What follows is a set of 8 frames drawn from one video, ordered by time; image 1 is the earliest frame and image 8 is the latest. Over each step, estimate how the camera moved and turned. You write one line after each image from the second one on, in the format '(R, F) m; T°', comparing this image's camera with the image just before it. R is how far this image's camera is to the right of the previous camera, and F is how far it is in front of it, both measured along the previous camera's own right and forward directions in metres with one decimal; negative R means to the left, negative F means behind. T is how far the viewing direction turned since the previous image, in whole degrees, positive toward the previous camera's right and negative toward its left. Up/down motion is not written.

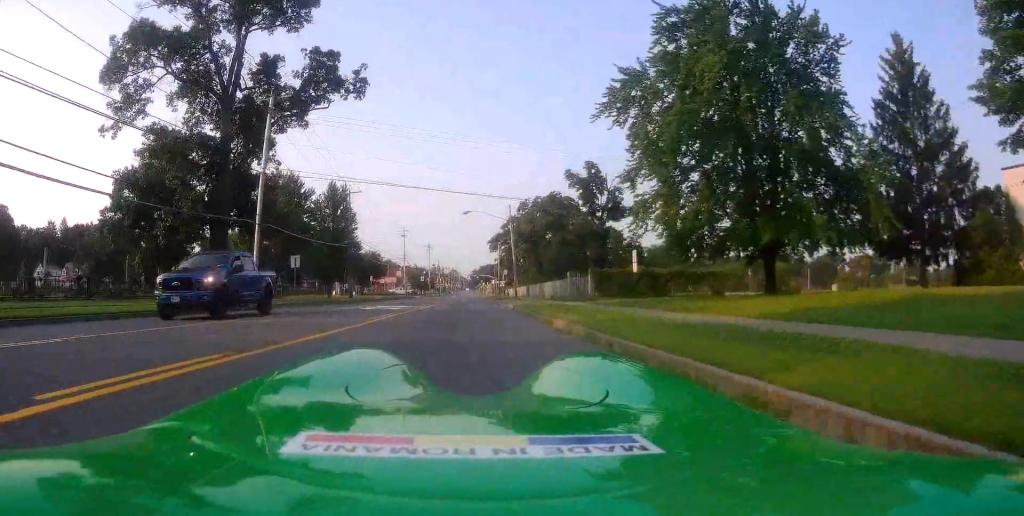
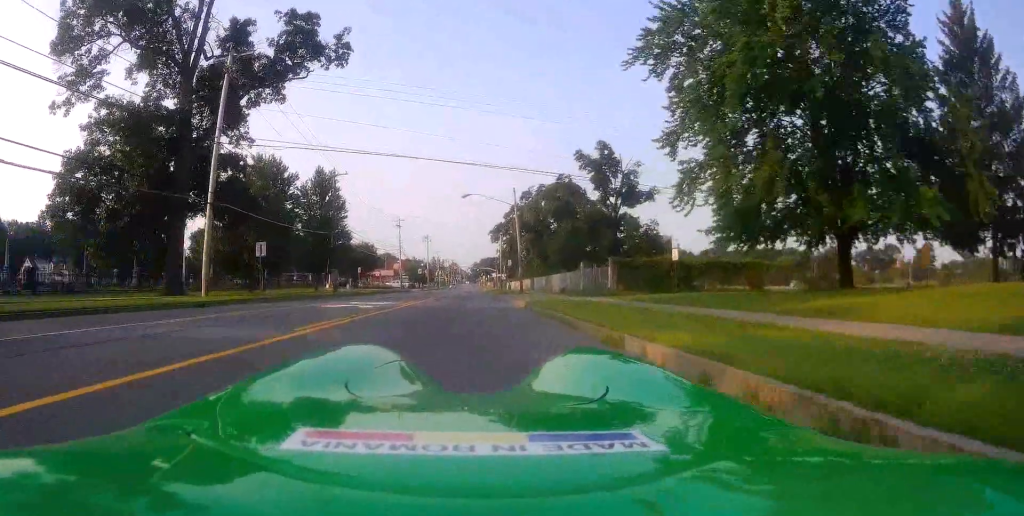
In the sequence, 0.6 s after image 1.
(0.0, +6.2) m; 0°
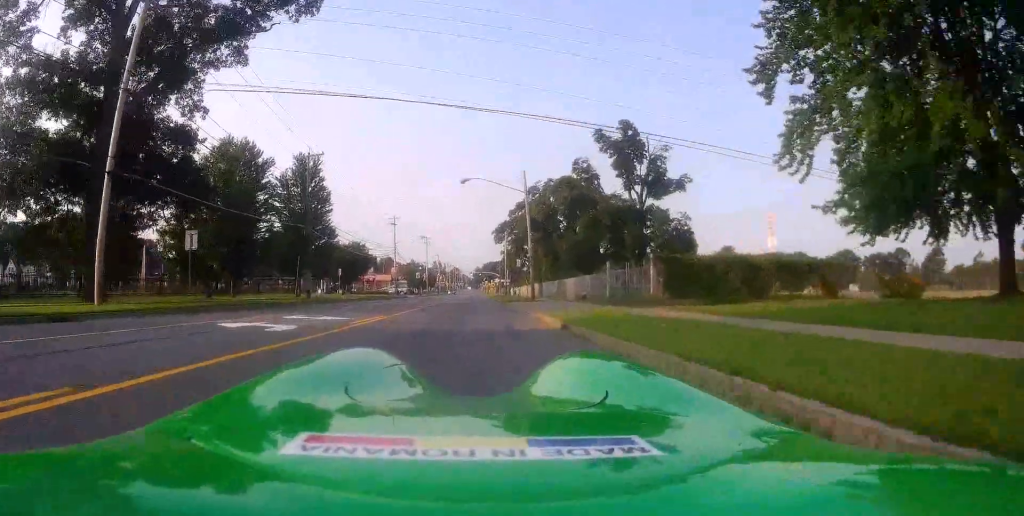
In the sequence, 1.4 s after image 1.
(0.0, +8.5) m; 0°
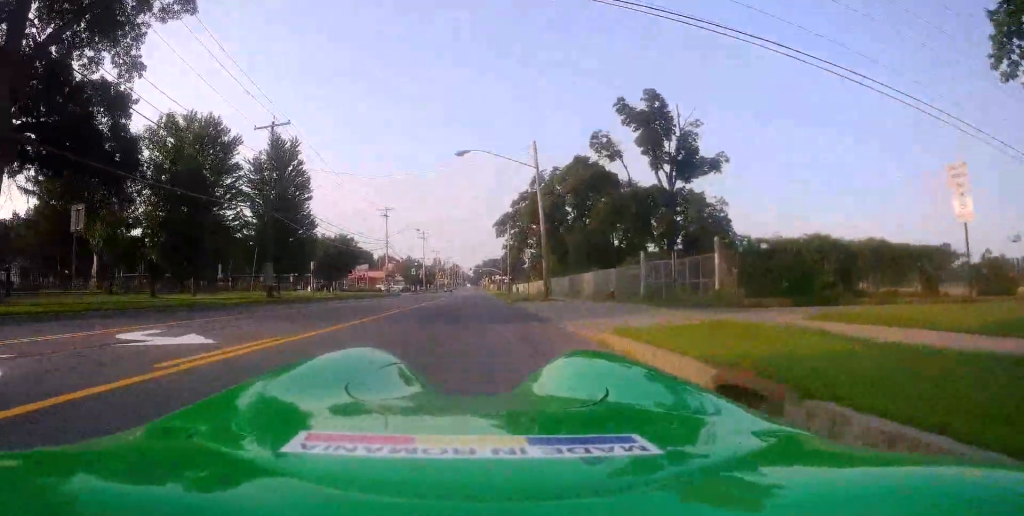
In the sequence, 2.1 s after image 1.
(0.0, +8.0) m; -1°
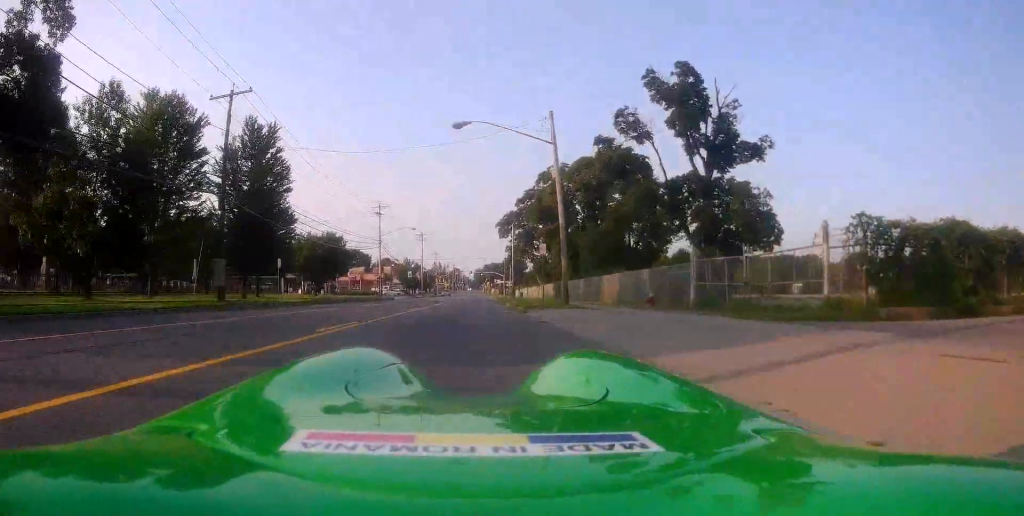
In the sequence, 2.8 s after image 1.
(0.0, +6.7) m; -1°
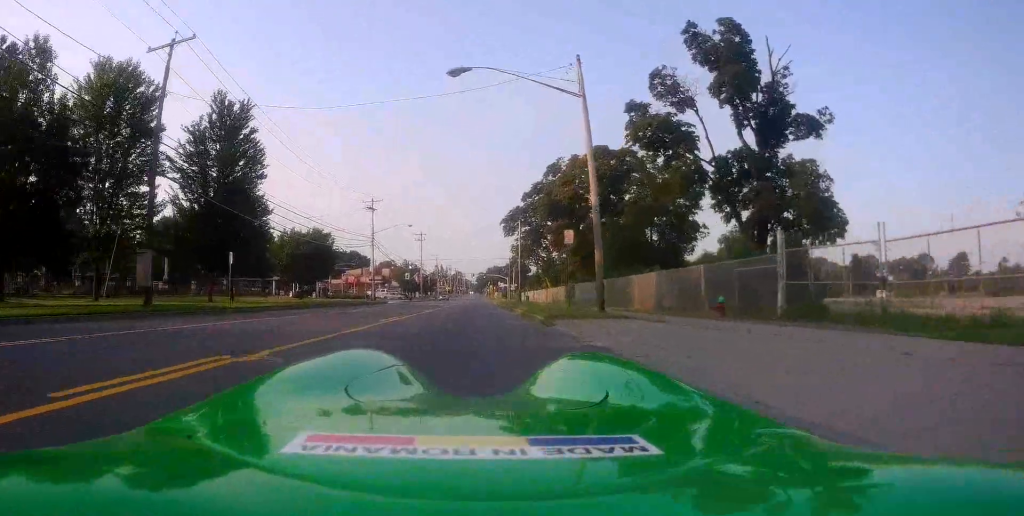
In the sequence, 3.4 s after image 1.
(-0.2, +6.8) m; 0°
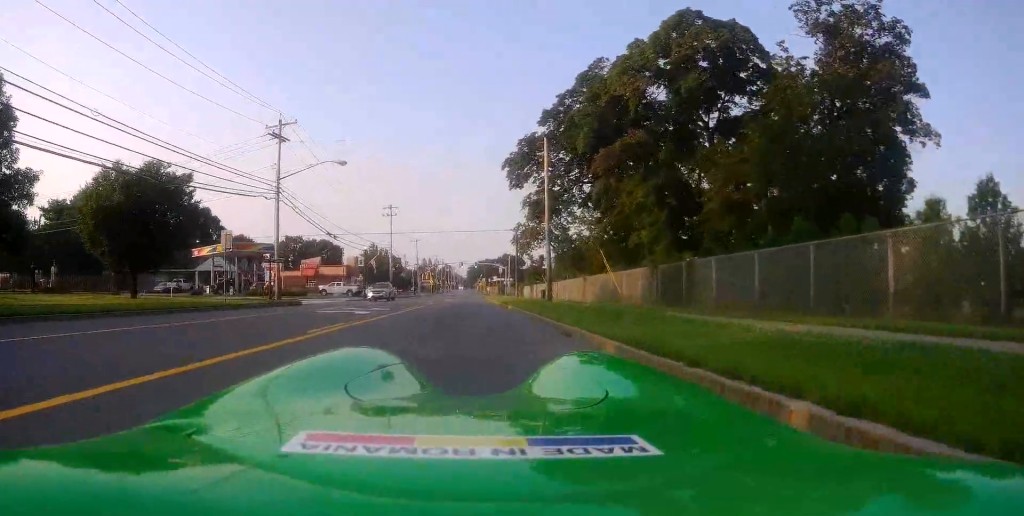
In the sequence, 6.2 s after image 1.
(+1.0, +30.5) m; +1°
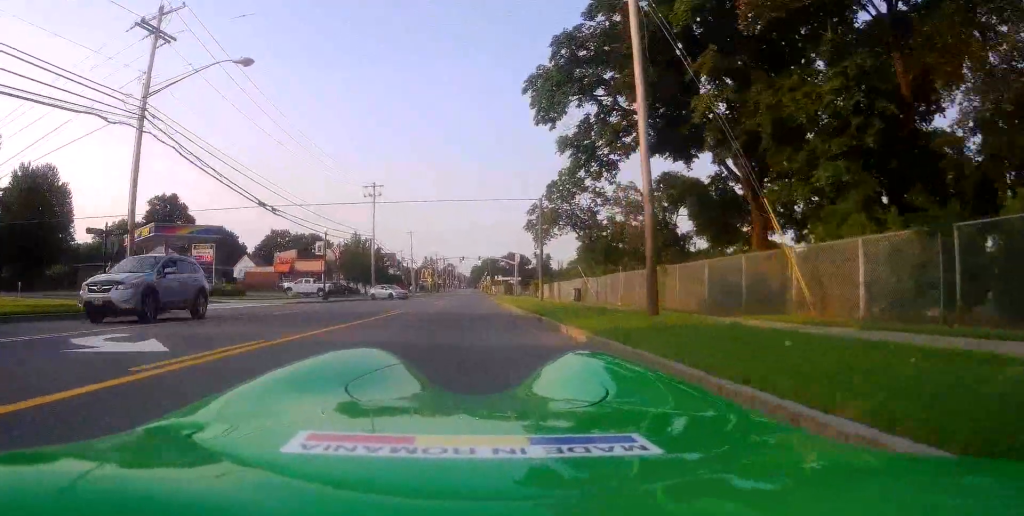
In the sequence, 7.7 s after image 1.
(-0.3, +17.0) m; -2°
